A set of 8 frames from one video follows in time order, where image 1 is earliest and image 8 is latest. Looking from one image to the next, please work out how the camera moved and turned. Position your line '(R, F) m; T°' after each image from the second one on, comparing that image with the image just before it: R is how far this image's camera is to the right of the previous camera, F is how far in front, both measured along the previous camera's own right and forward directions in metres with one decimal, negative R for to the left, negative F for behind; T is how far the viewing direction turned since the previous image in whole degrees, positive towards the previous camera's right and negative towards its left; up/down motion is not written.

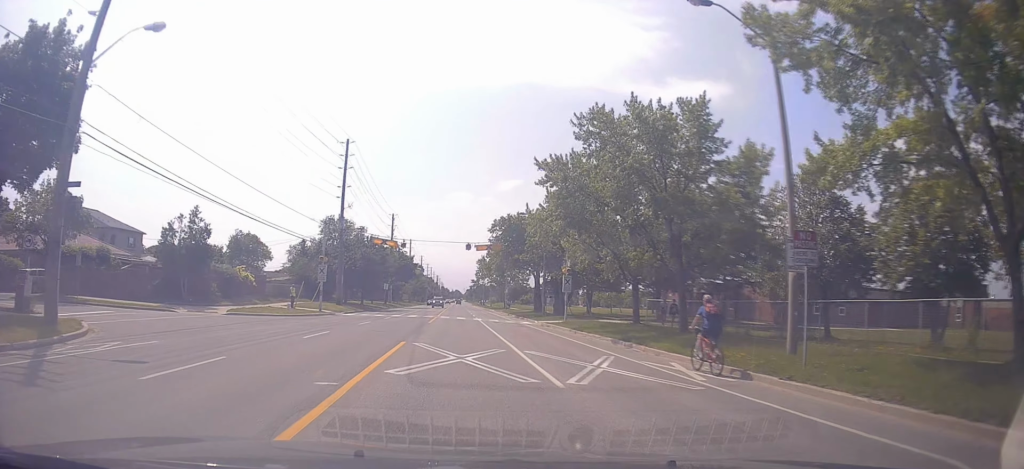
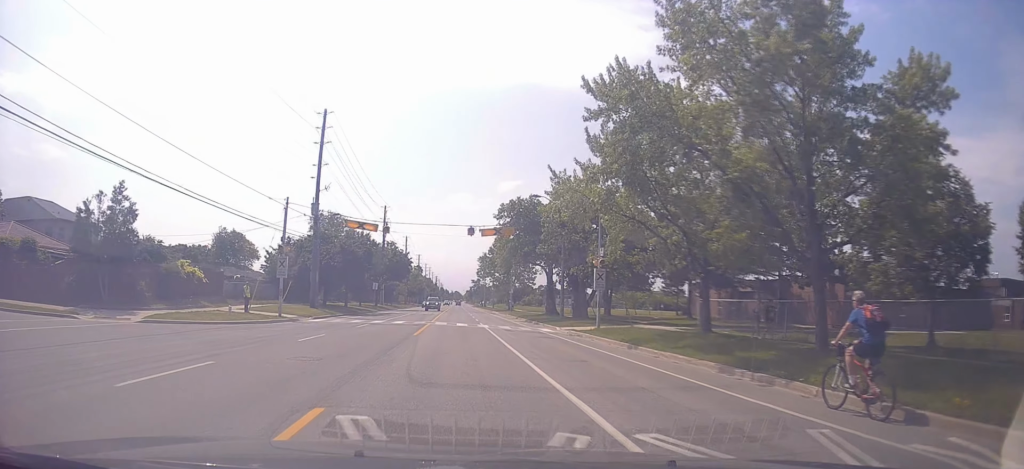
(0.0, +9.8) m; +2°
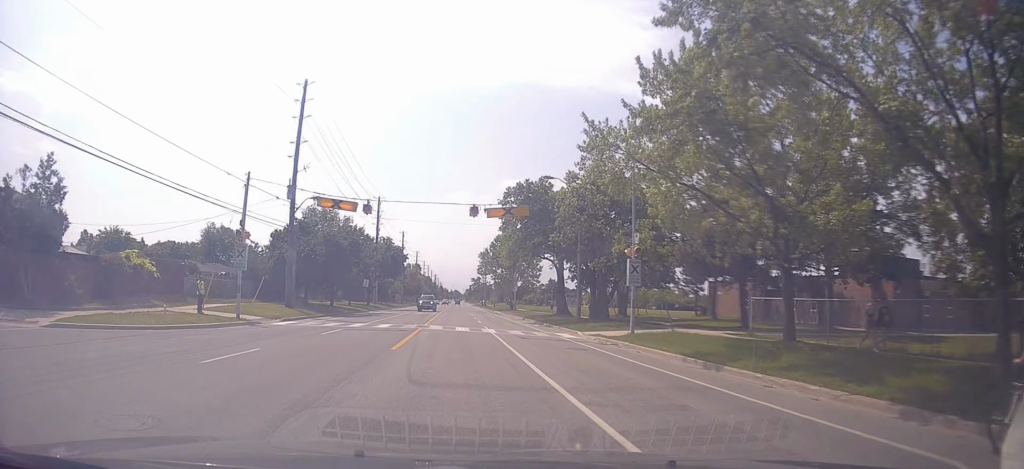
(+0.2, +6.3) m; 0°
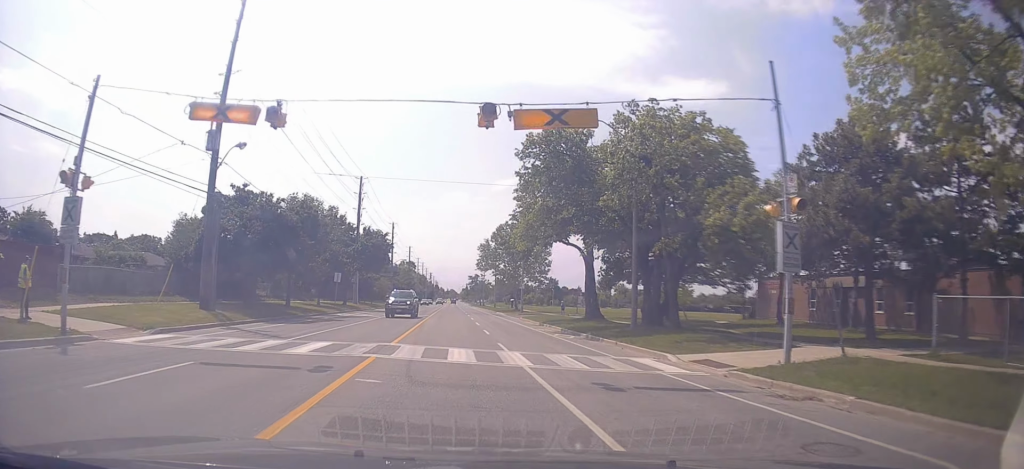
(0.0, +12.9) m; -1°
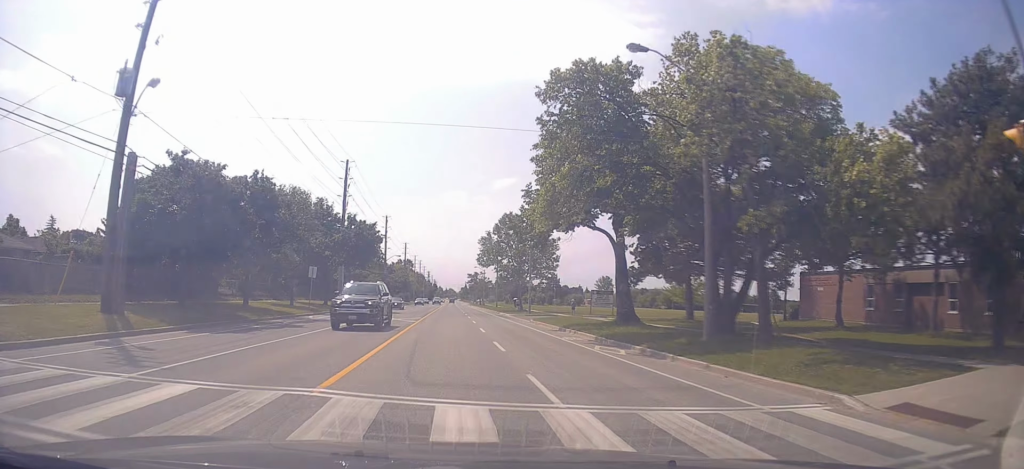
(-0.2, +8.2) m; -1°
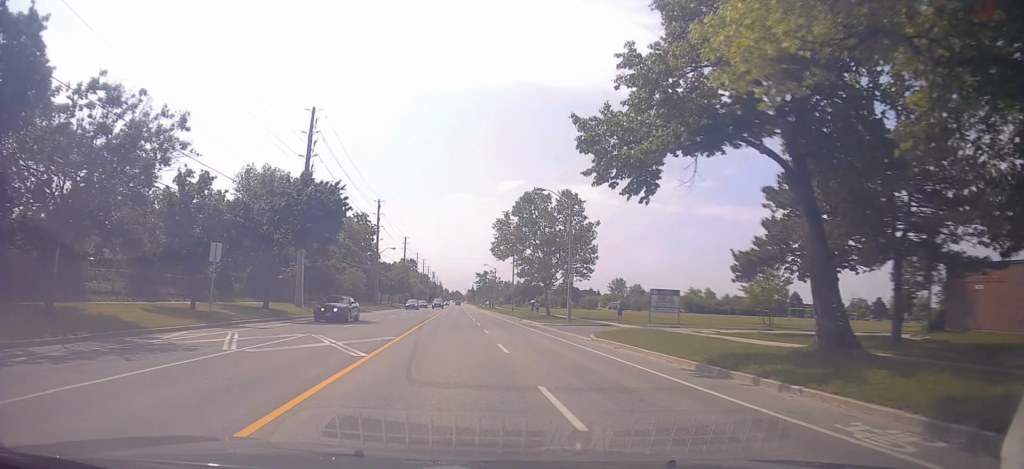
(+0.6, +17.7) m; +2°
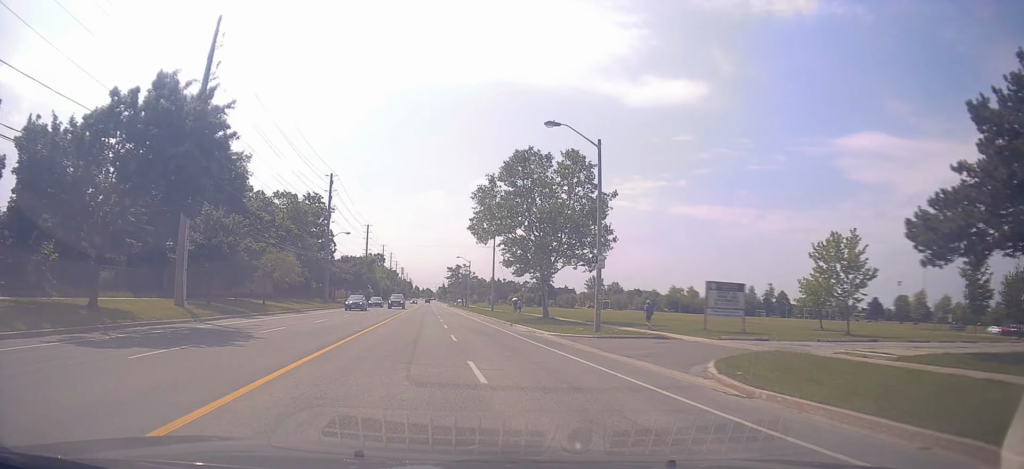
(-0.3, +15.1) m; 0°
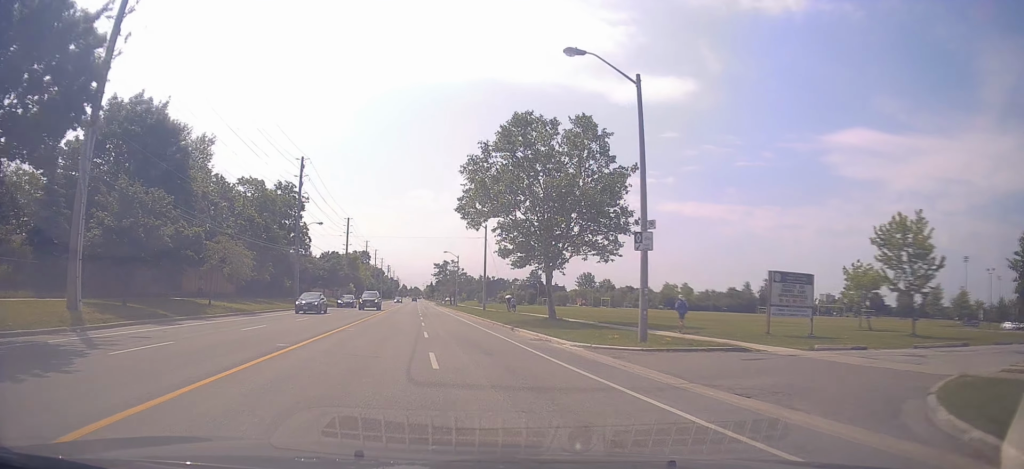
(+0.2, +7.8) m; +1°
